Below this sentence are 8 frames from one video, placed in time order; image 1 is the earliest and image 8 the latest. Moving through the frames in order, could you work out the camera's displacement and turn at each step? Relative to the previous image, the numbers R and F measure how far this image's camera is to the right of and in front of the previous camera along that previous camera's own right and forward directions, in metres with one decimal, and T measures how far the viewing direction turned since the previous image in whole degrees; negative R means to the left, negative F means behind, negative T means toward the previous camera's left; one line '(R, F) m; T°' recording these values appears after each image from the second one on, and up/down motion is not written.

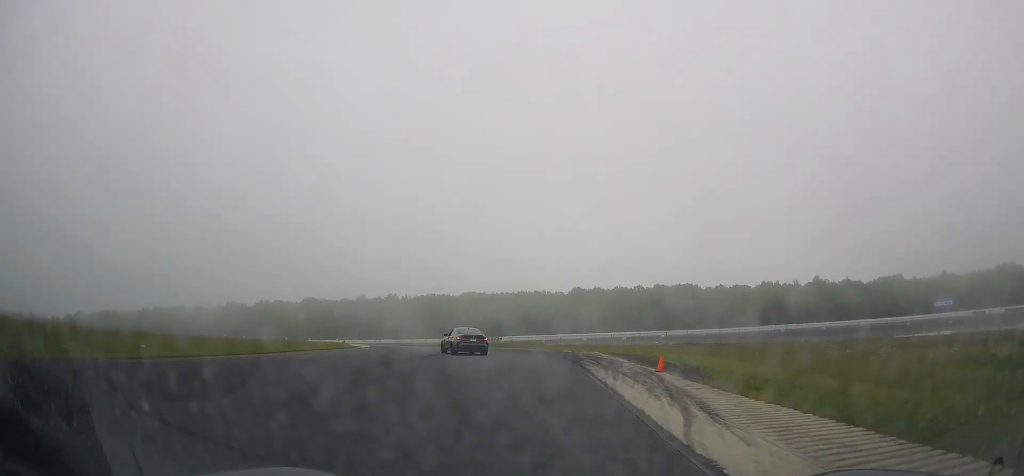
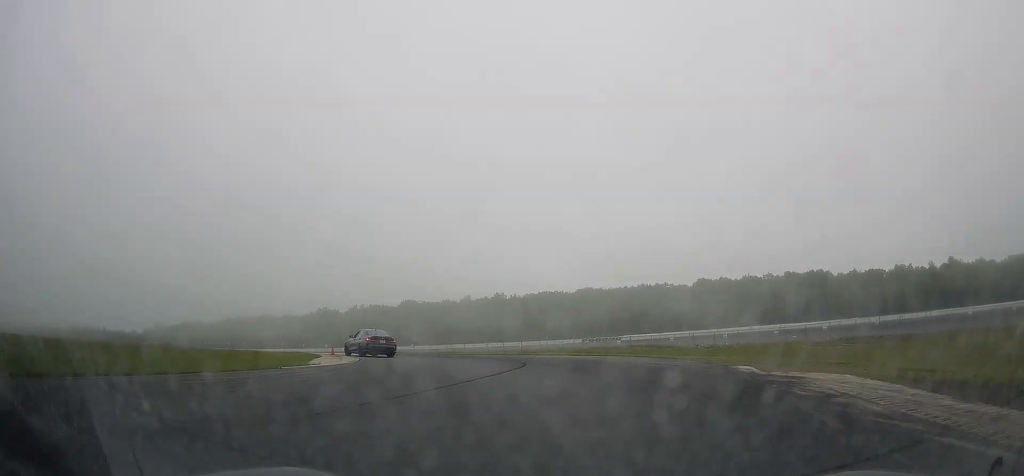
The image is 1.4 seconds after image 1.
(-1.0, +22.6) m; -11°
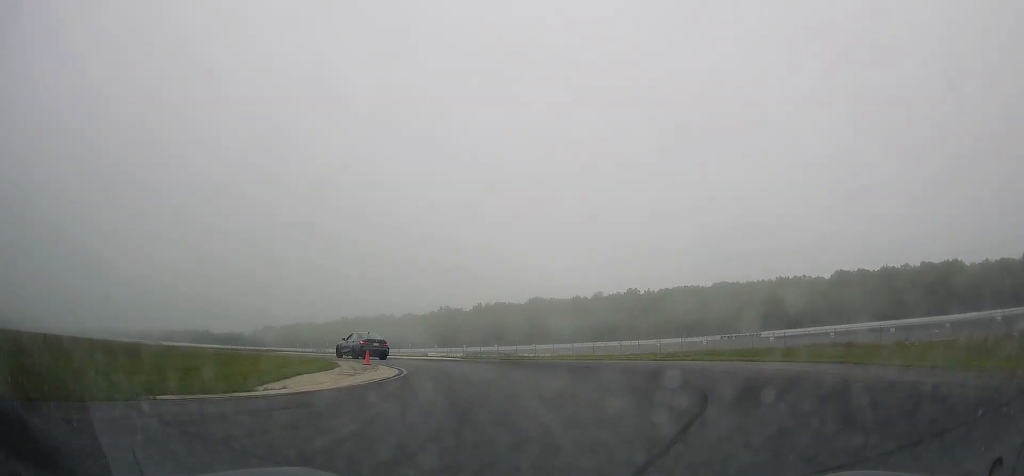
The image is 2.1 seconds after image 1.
(-0.7, +11.6) m; -13°
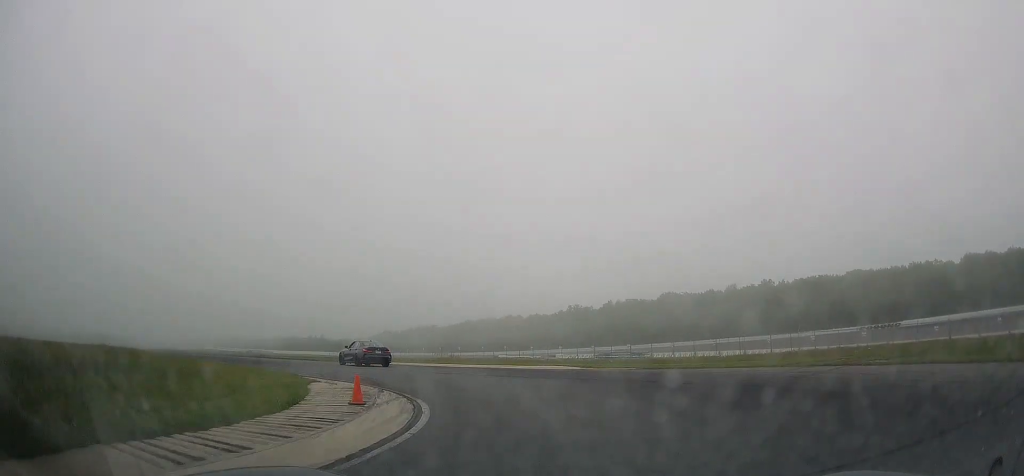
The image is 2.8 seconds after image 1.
(-1.6, +9.8) m; -16°
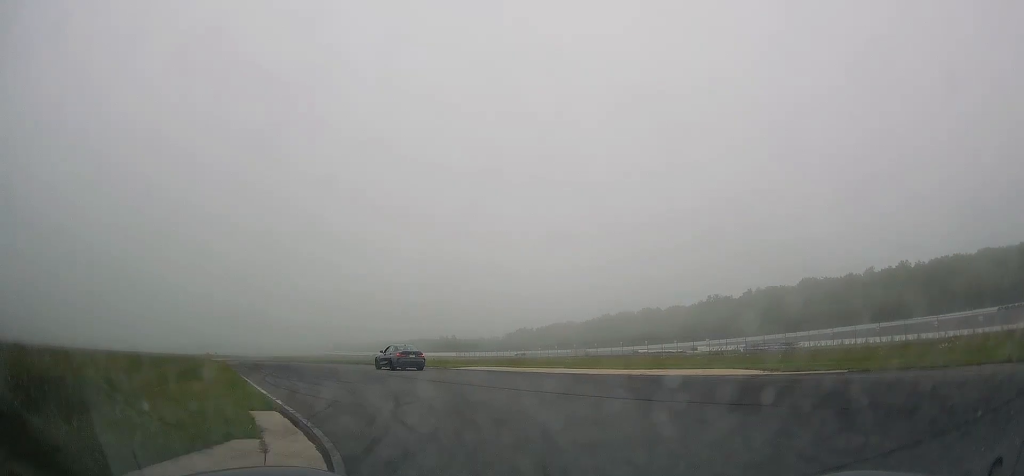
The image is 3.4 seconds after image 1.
(-0.7, +8.5) m; -13°
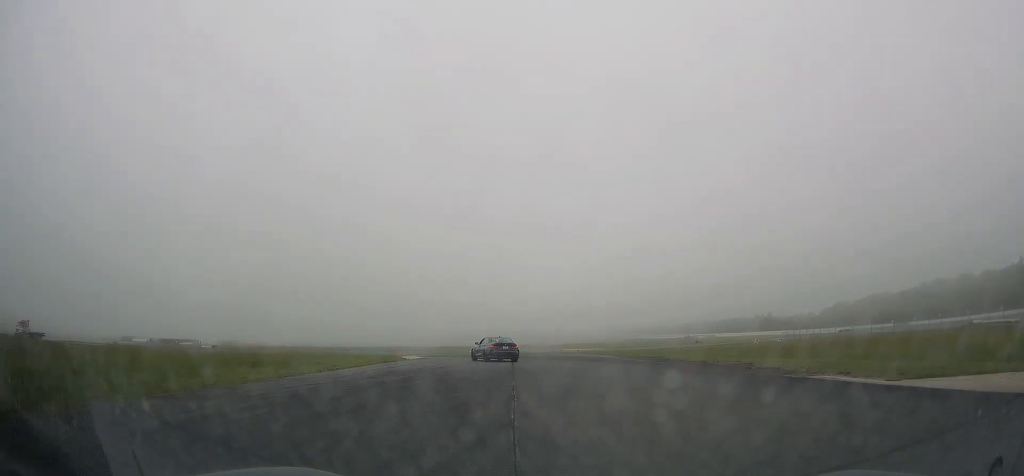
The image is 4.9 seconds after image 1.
(-7.8, +25.2) m; -28°
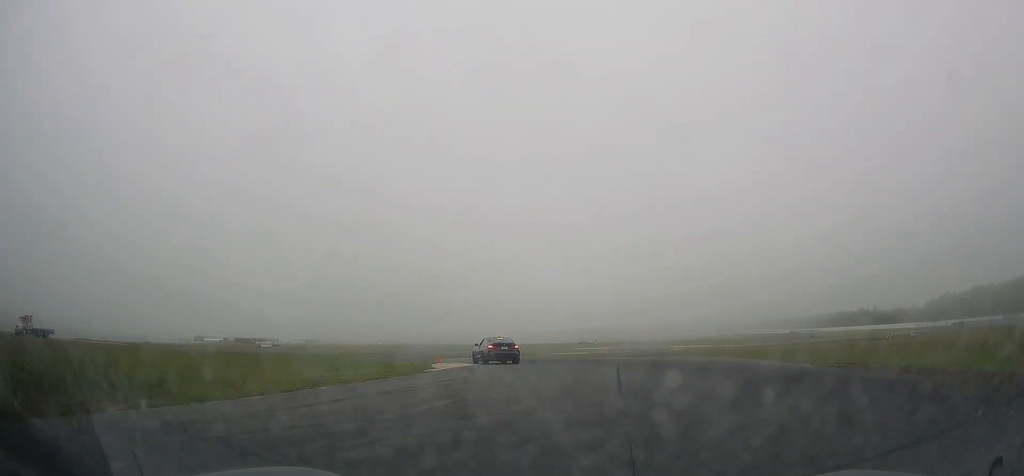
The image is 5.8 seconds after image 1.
(-1.9, +17.2) m; -10°
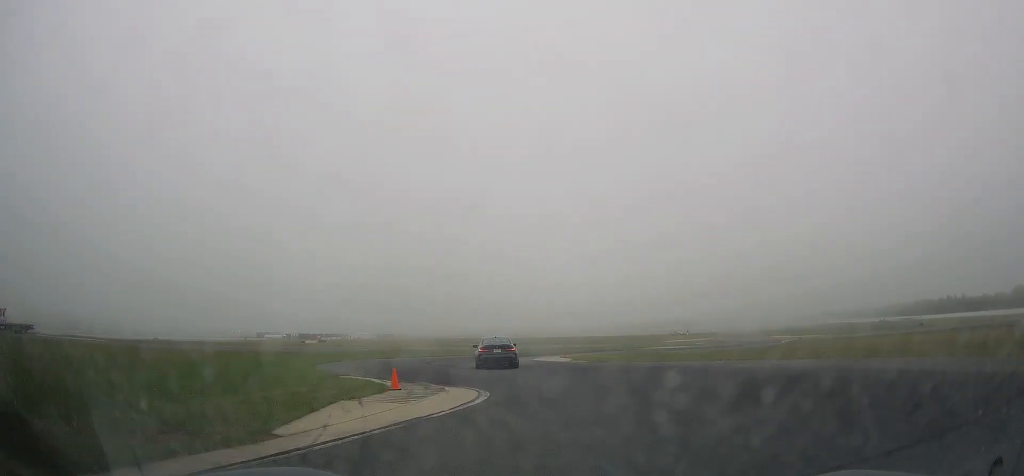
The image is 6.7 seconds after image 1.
(-1.4, +18.5) m; -7°
